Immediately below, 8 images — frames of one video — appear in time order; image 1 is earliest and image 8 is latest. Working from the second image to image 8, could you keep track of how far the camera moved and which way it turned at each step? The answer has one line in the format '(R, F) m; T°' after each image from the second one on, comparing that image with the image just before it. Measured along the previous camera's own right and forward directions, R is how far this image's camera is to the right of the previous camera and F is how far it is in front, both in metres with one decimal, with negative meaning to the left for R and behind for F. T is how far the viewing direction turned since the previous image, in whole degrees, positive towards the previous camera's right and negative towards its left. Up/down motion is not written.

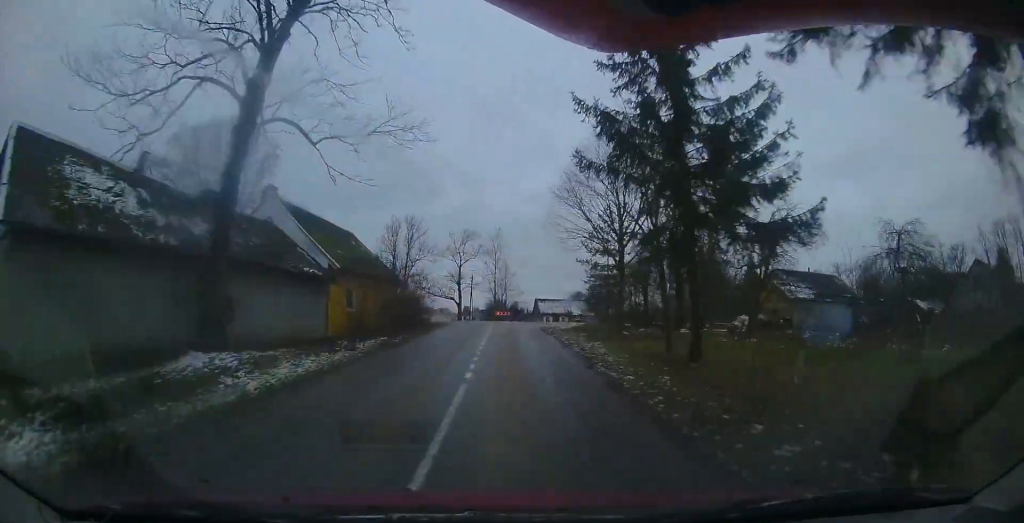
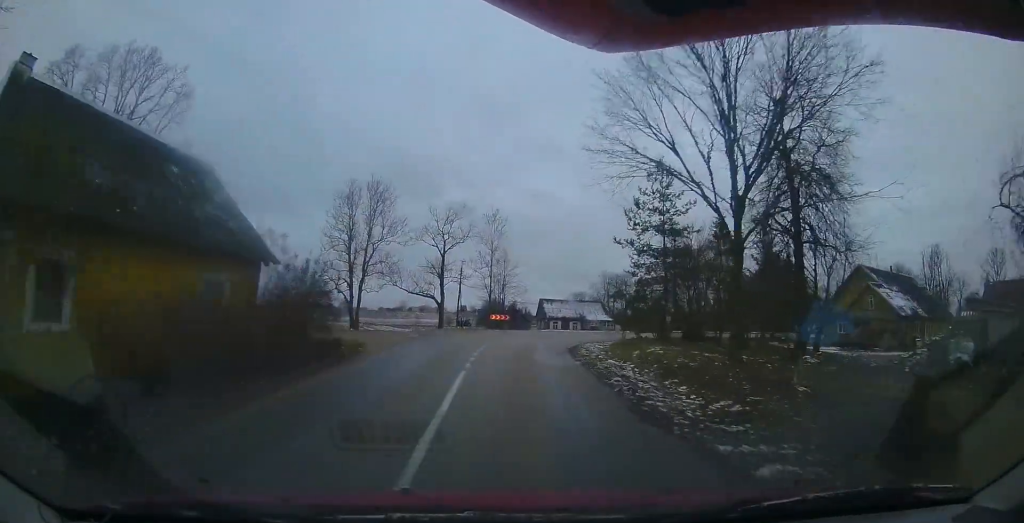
(+0.2, +14.1) m; 0°
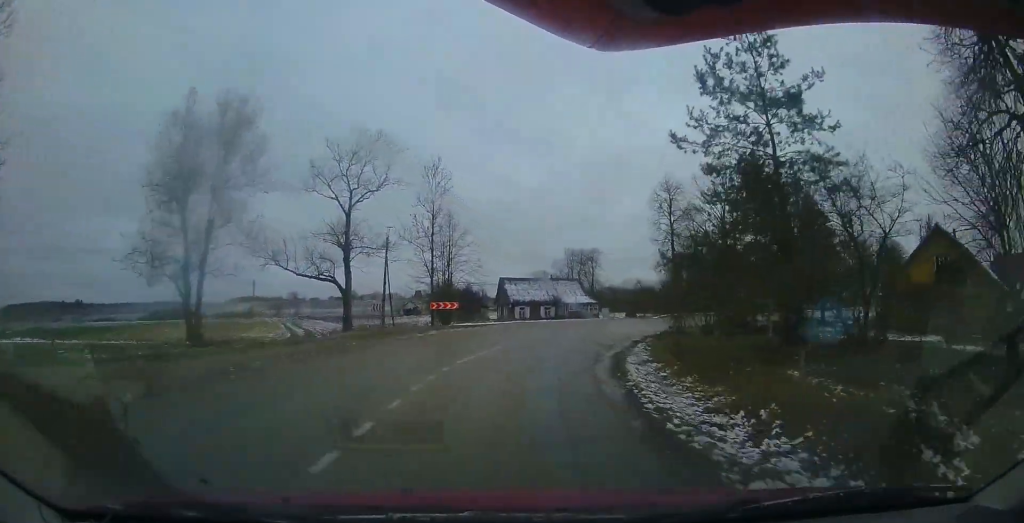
(-0.2, +15.8) m; +1°
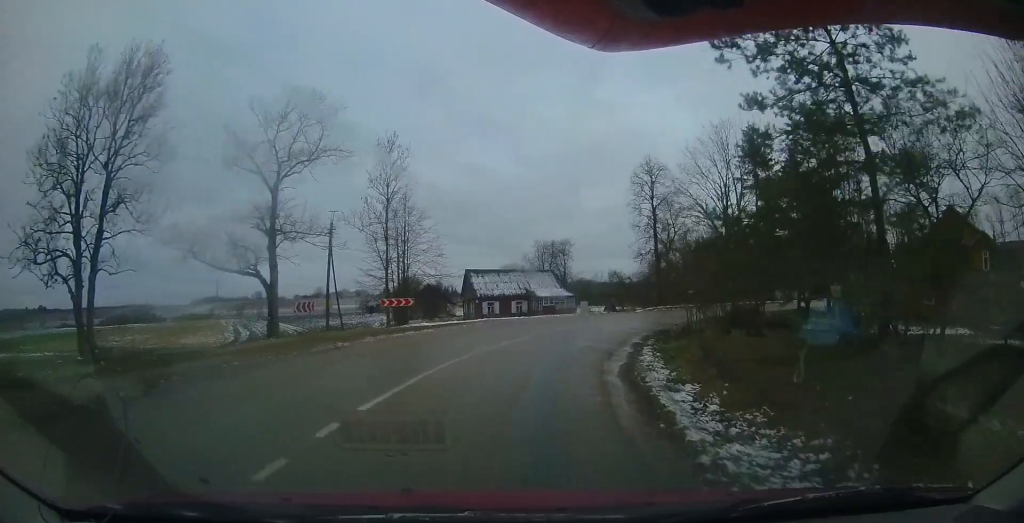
(+0.2, +4.9) m; +2°
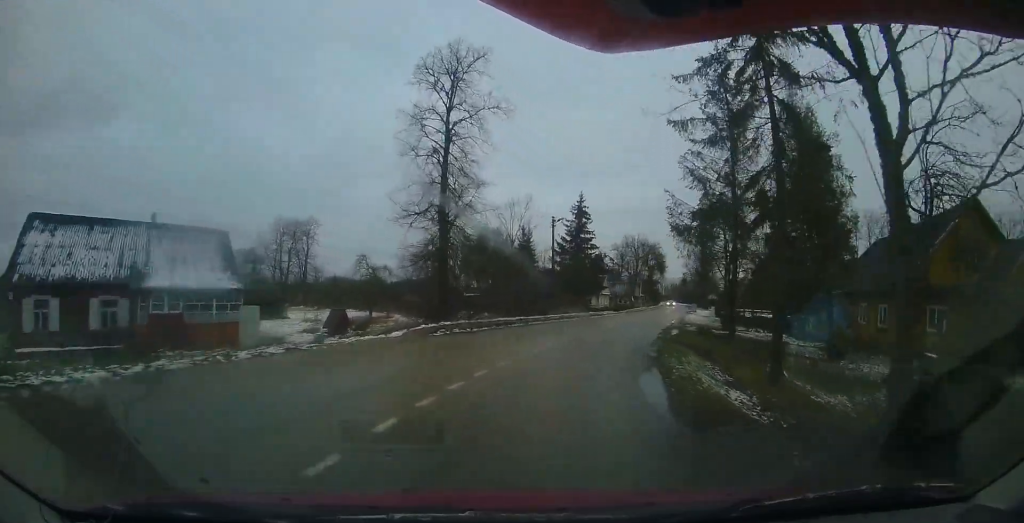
(+3.4, +21.6) m; +34°
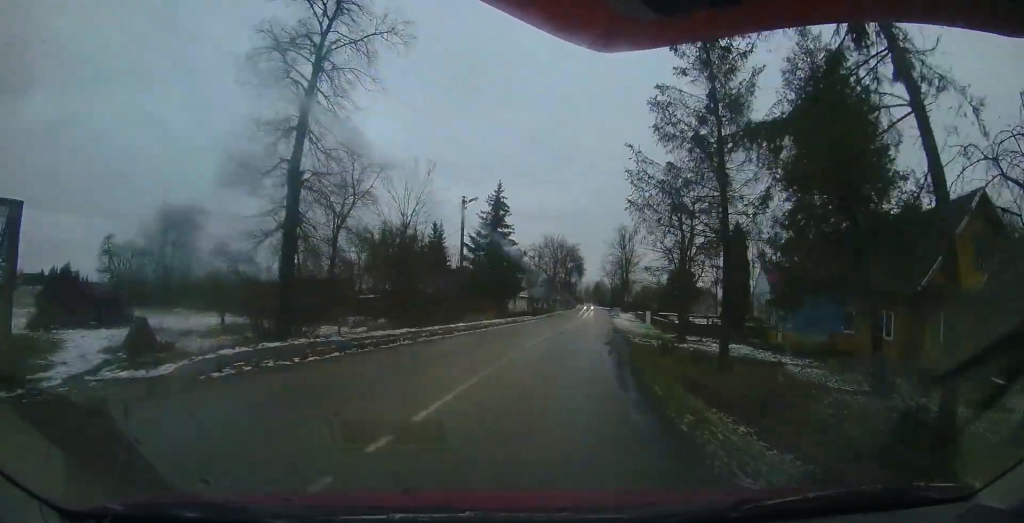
(+0.8, +5.3) m; +17°
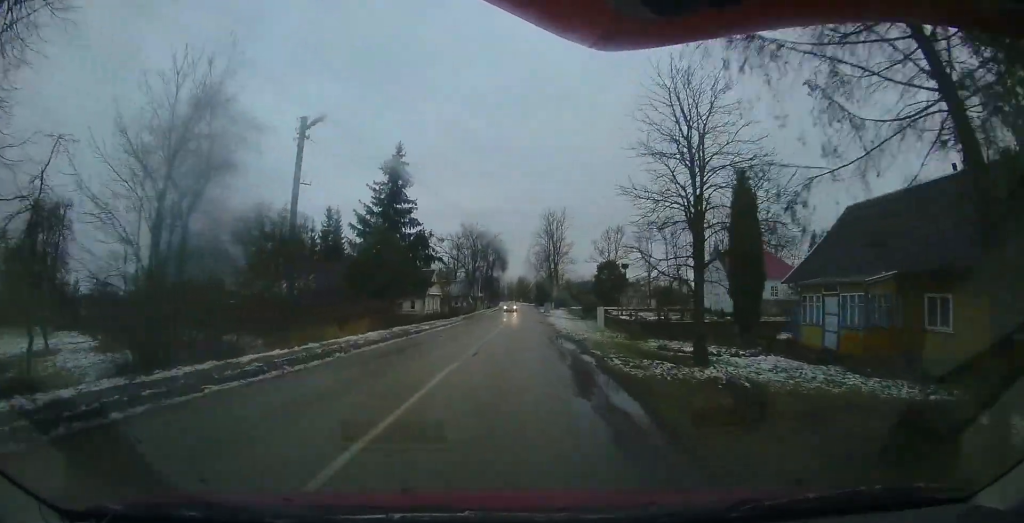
(+1.9, +7.7) m; +13°
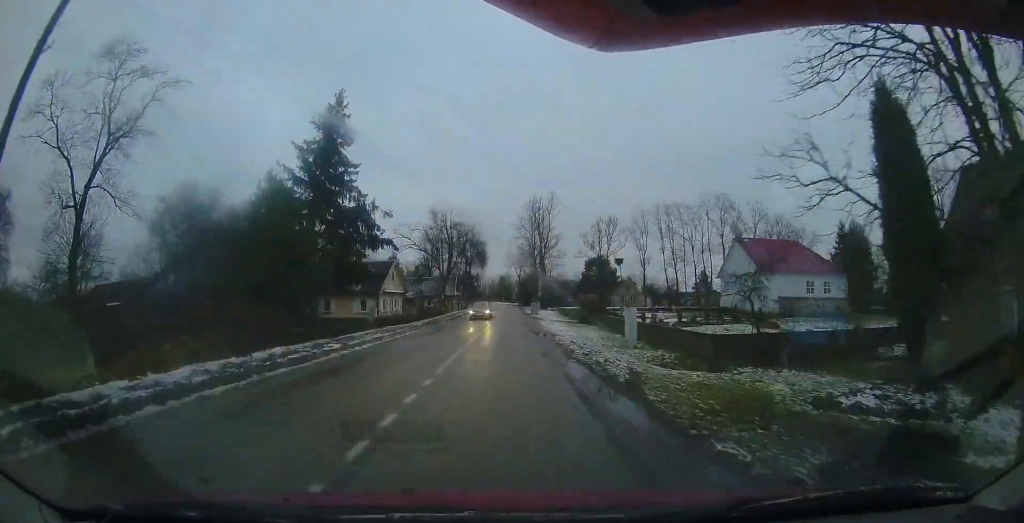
(-0.1, +6.7) m; 0°
